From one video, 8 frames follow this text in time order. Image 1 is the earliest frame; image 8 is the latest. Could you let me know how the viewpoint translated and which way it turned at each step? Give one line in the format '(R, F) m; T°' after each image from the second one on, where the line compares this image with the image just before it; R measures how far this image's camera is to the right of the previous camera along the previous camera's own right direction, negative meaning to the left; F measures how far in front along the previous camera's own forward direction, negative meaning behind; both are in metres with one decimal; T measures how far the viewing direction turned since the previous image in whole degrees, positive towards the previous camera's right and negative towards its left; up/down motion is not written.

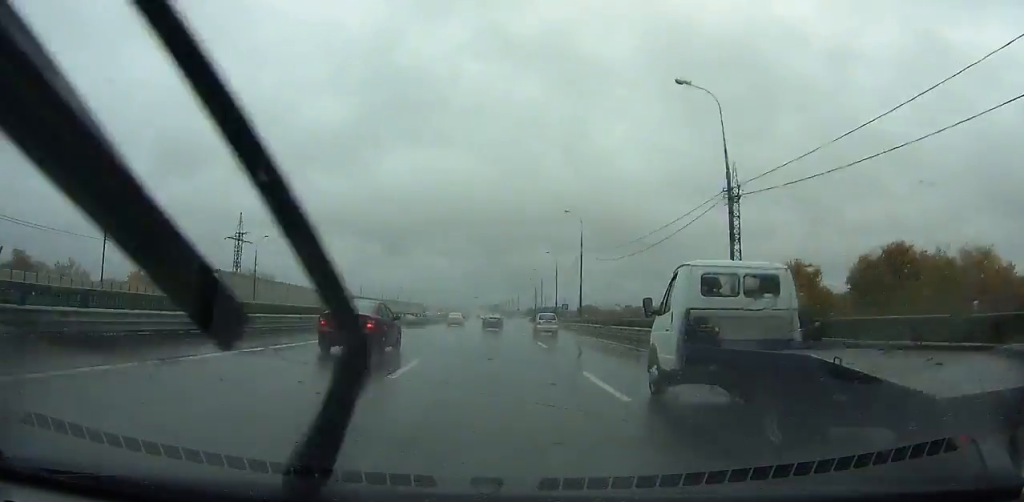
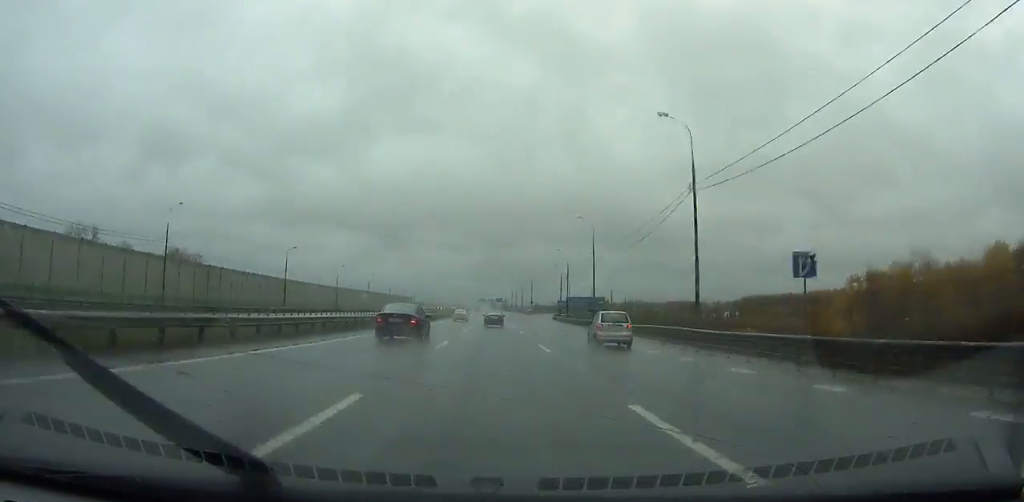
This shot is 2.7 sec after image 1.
(-0.1, +67.7) m; 0°
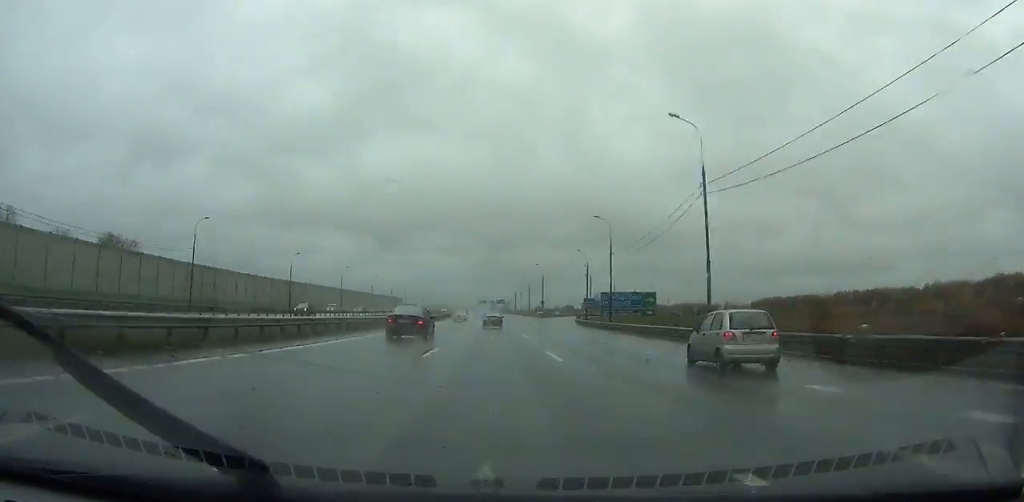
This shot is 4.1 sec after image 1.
(+0.1, +35.7) m; 0°
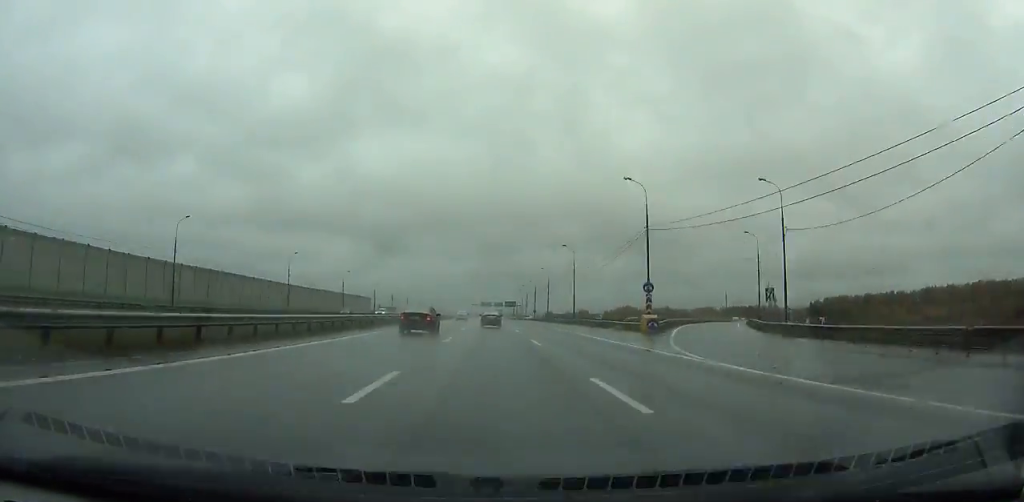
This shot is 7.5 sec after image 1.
(-0.9, +90.0) m; -1°
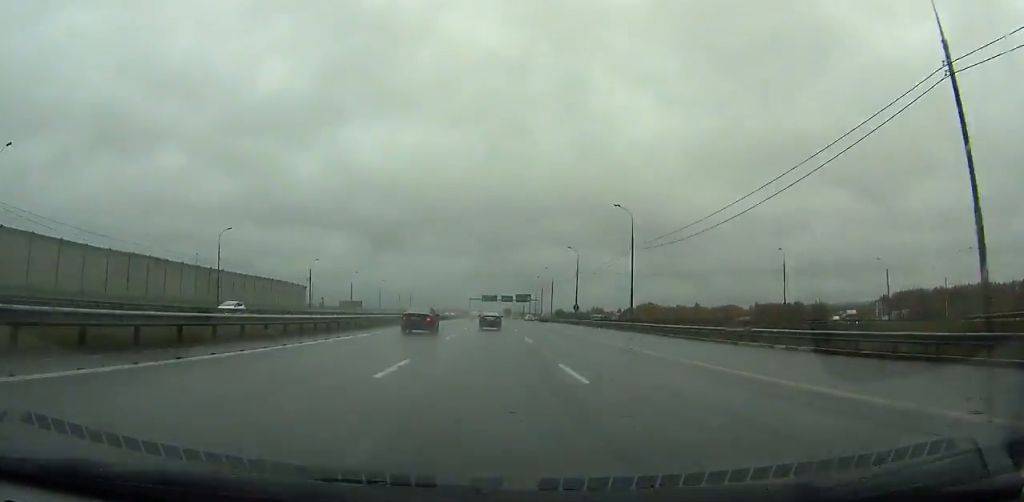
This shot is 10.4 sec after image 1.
(-0.6, +78.3) m; 0°
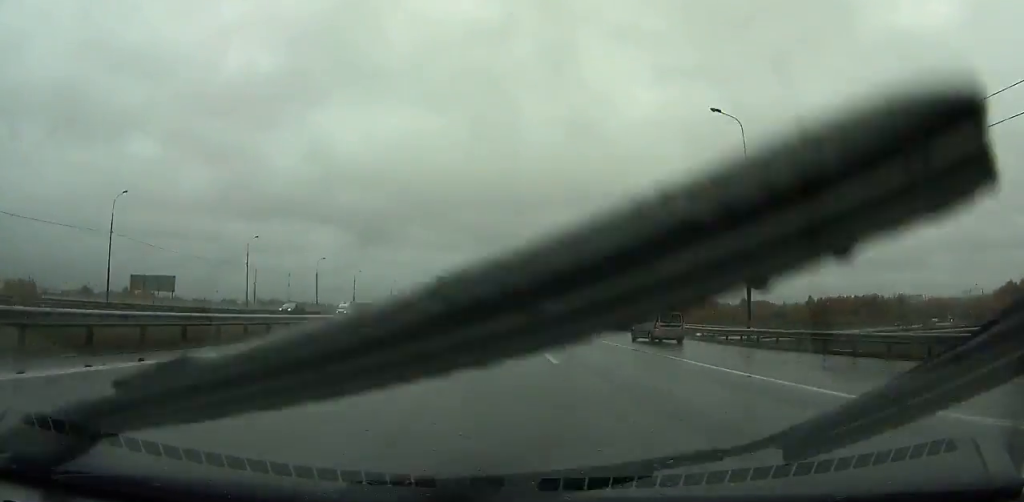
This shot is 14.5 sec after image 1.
(+0.1, +107.3) m; +1°
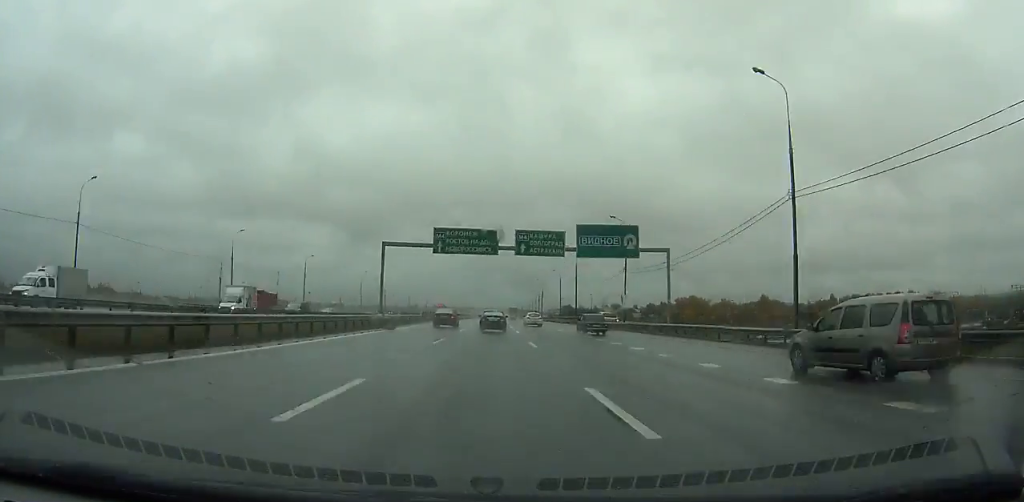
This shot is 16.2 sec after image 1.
(0.0, +42.2) m; 0°
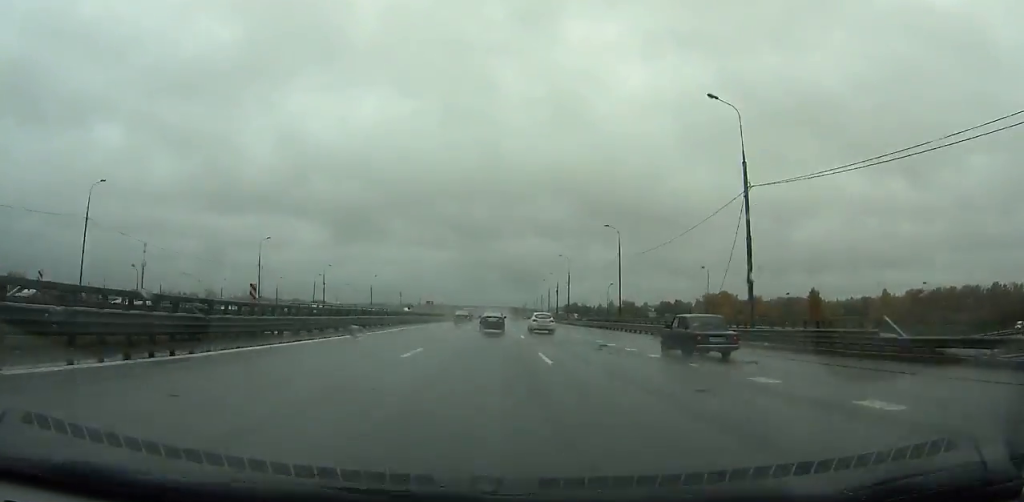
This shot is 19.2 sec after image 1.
(+0.6, +73.0) m; 0°
